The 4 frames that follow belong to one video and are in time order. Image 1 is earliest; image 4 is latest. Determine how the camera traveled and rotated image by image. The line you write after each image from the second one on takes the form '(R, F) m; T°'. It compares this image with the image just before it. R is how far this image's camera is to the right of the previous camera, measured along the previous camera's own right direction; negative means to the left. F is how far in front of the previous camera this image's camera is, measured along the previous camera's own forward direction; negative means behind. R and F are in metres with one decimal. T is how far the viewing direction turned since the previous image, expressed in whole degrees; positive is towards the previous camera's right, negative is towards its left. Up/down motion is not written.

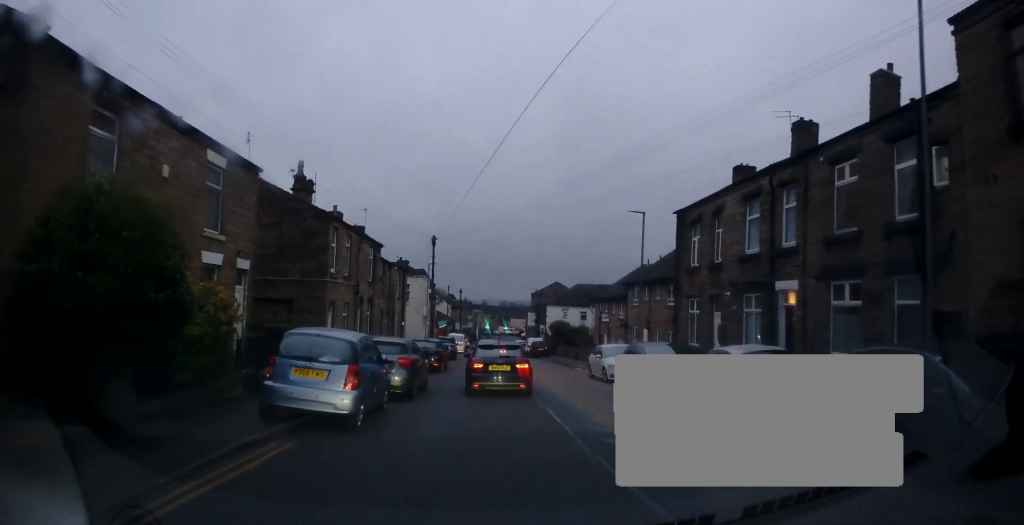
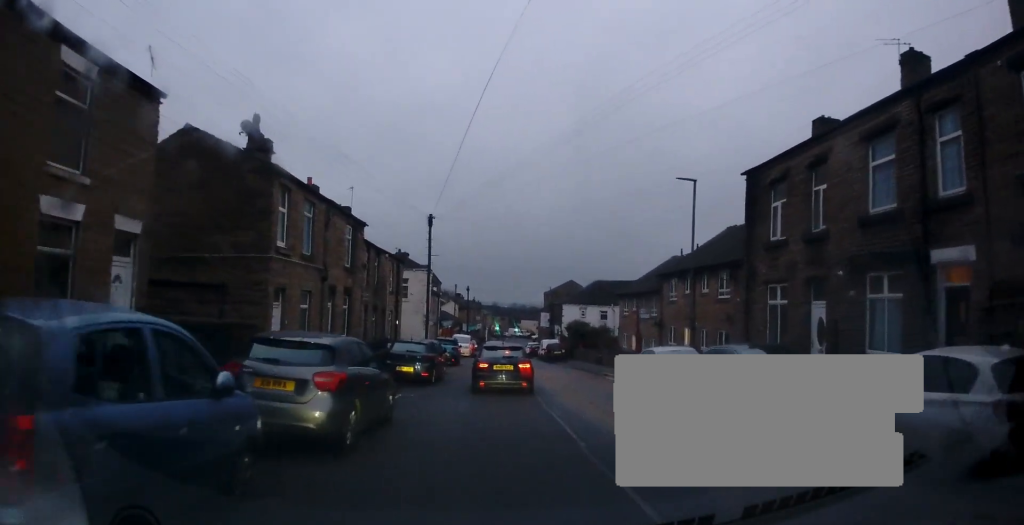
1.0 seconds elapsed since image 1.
(+0.1, +6.7) m; -1°
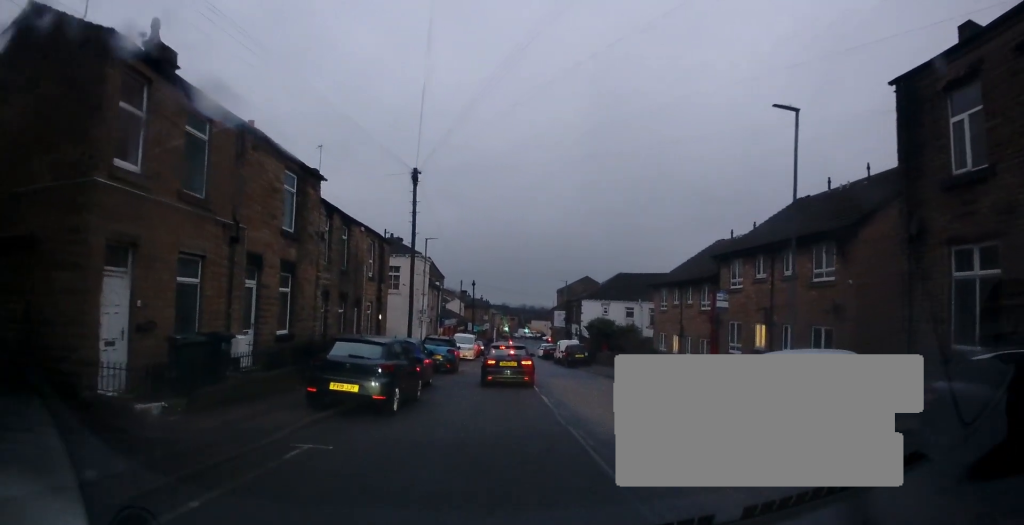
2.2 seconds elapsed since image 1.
(-0.3, +8.2) m; -1°
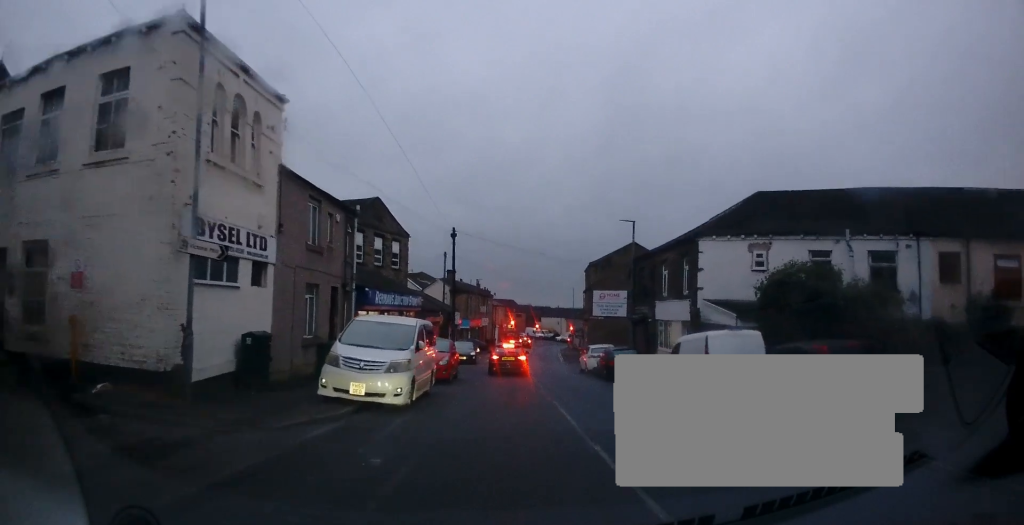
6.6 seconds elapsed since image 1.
(0.0, +31.4) m; 0°
